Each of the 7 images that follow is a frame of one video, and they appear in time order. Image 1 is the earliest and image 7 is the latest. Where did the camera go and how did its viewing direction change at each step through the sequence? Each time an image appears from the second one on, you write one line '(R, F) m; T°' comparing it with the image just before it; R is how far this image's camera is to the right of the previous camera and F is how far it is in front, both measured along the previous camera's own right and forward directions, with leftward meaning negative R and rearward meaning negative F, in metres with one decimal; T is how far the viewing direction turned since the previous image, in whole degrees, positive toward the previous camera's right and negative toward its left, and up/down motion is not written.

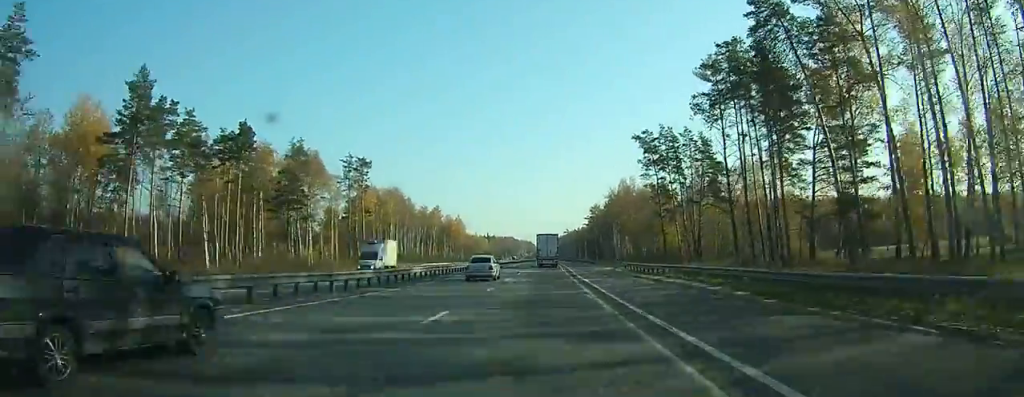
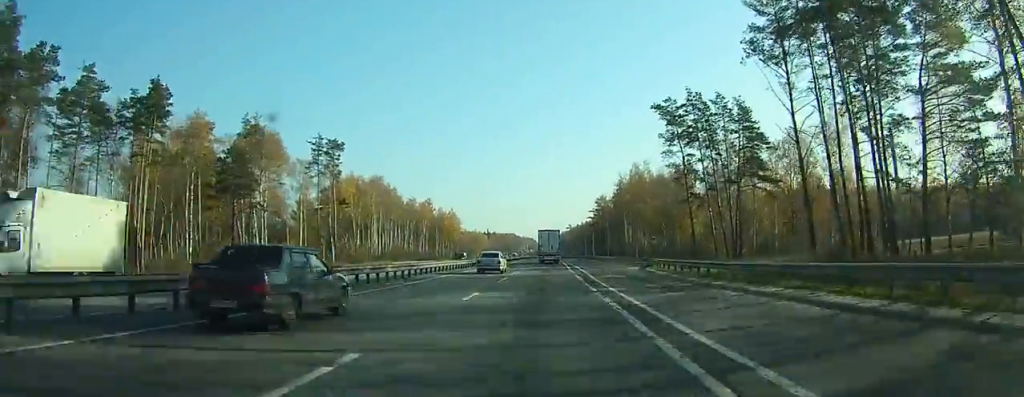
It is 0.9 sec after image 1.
(0.0, +17.4) m; 0°
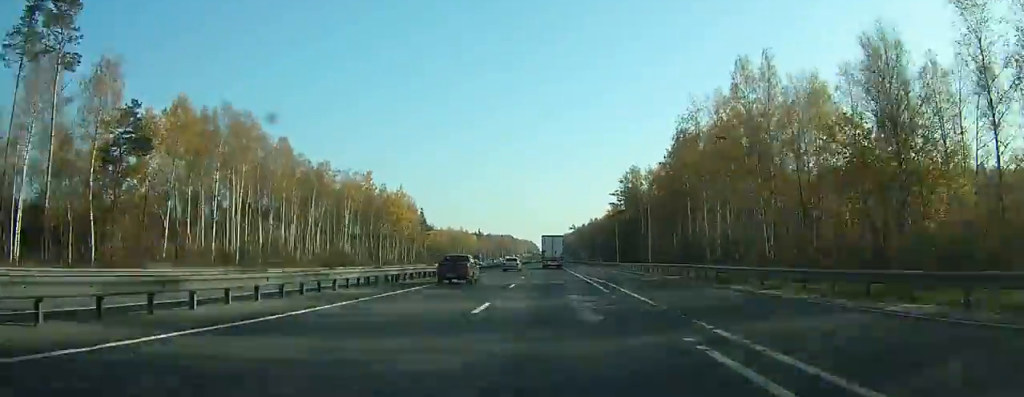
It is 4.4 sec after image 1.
(+0.1, +66.5) m; 0°
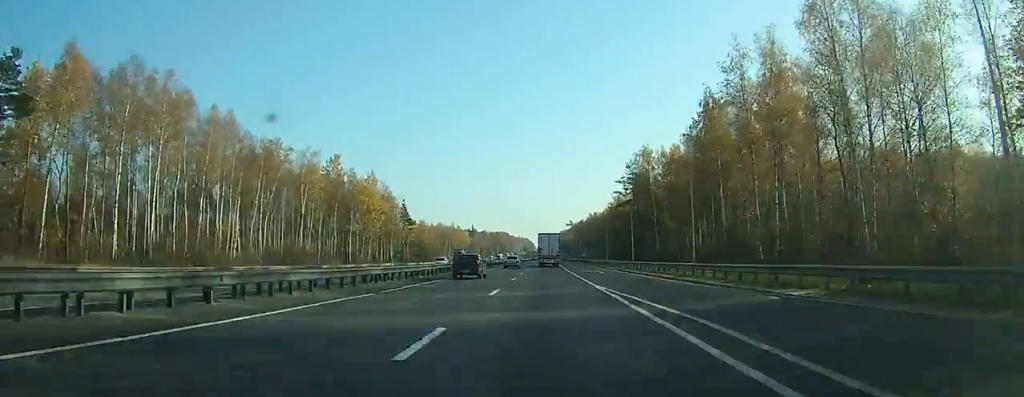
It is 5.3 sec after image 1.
(0.0, +18.7) m; 0°
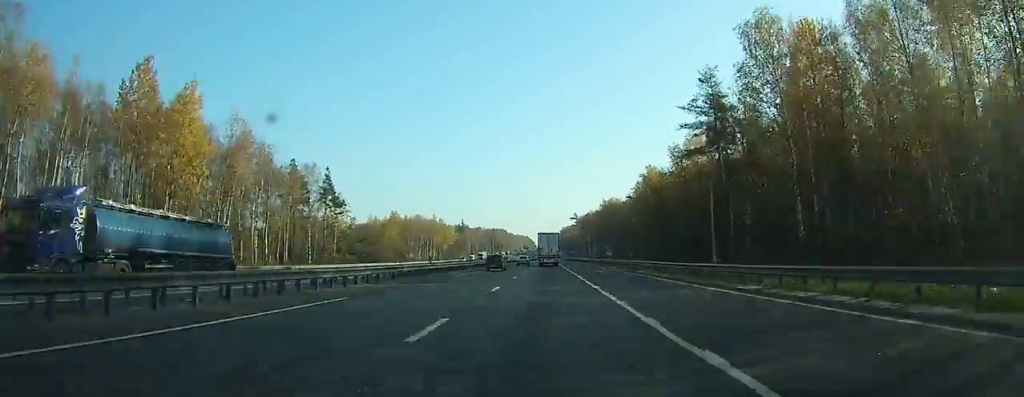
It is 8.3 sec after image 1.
(-0.2, +63.9) m; 0°
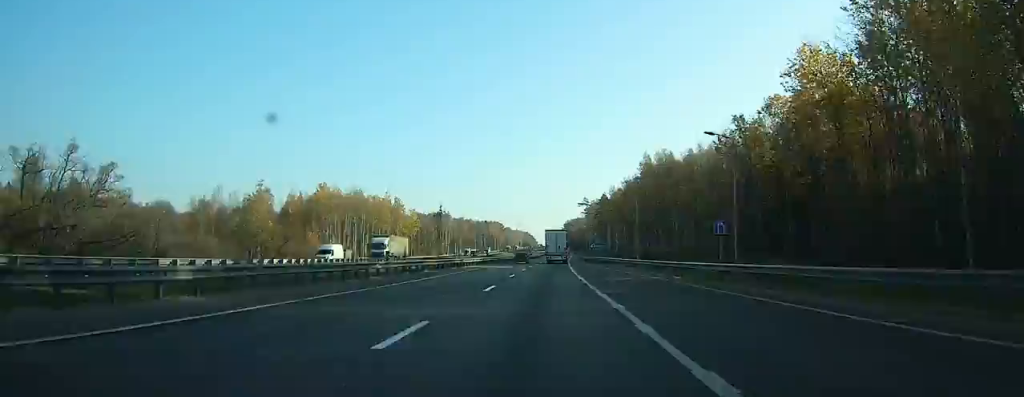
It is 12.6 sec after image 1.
(-0.4, +86.9) m; 0°
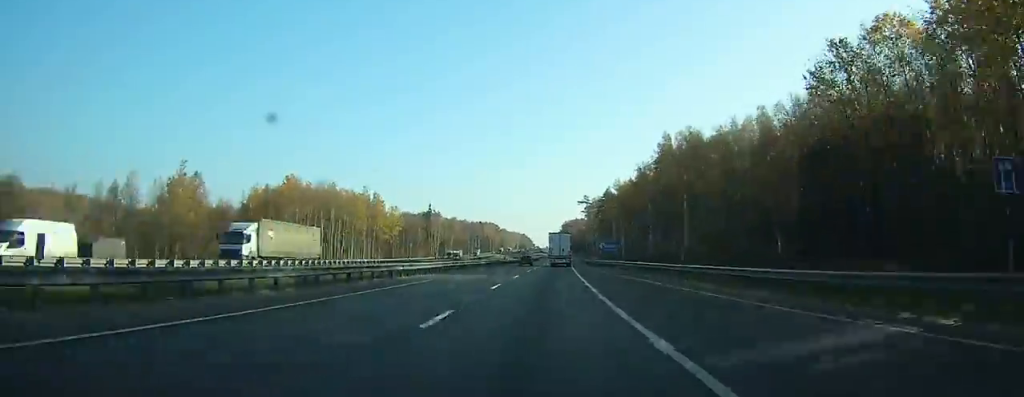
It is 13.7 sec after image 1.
(-0.1, +20.2) m; 0°
